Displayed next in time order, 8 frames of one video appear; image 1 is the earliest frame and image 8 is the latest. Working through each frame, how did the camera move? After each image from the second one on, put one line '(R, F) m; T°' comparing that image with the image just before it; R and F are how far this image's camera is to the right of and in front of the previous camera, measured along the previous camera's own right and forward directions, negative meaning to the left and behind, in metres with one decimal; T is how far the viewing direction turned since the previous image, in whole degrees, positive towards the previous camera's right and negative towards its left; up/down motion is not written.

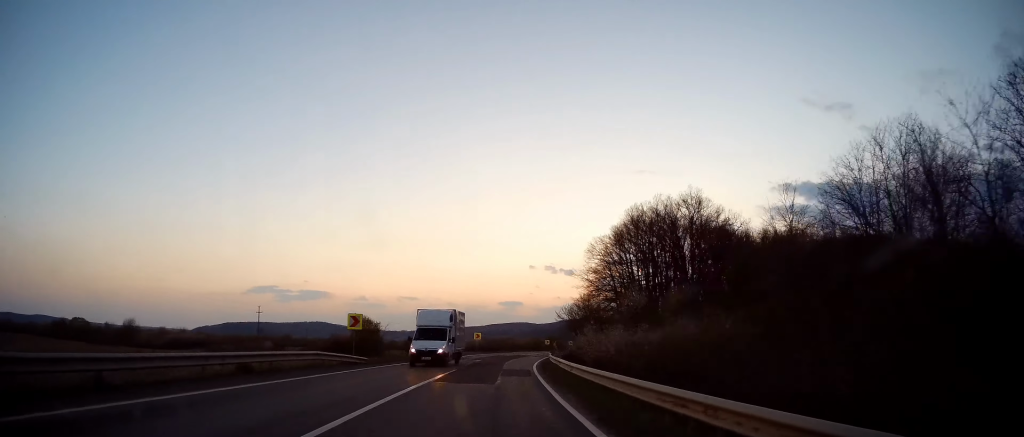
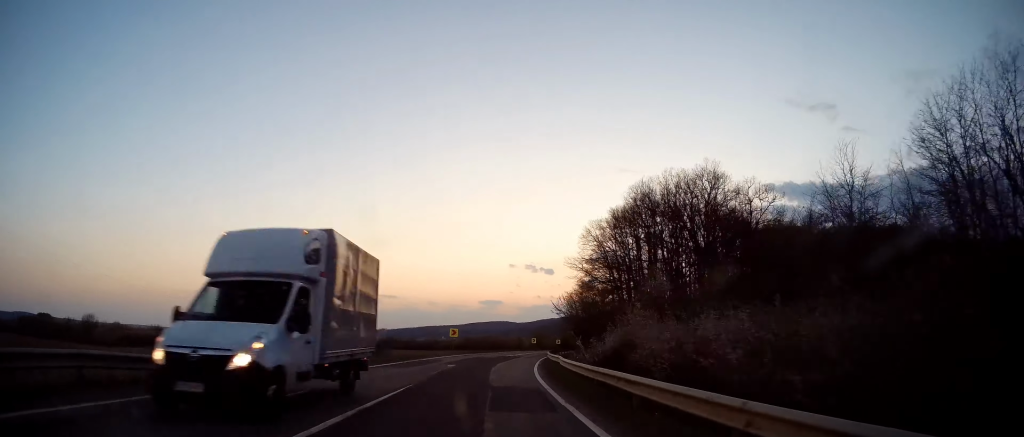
(+0.3, +12.1) m; +2°
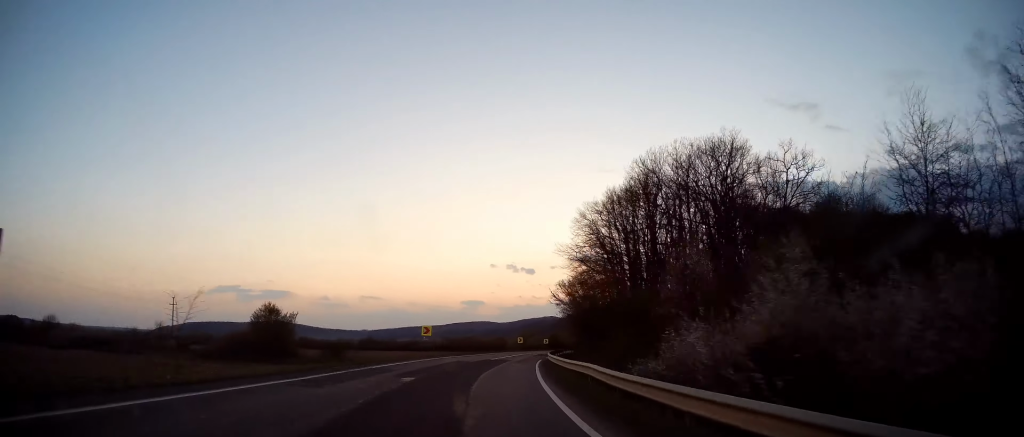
(+0.4, +10.4) m; +2°
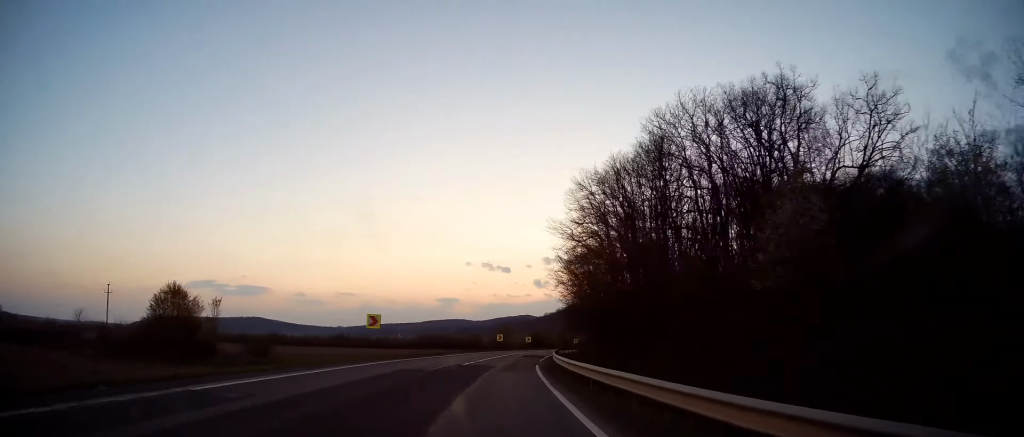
(+0.3, +13.9) m; +2°
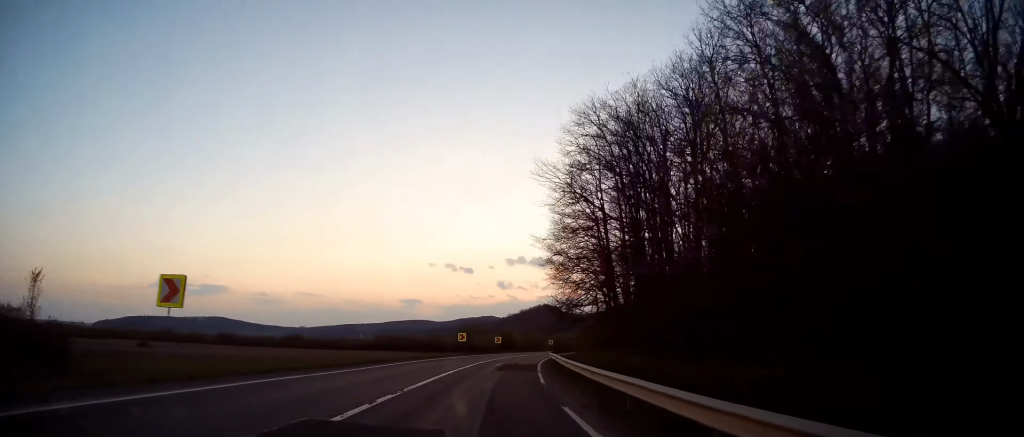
(+0.2, +19.9) m; +3°
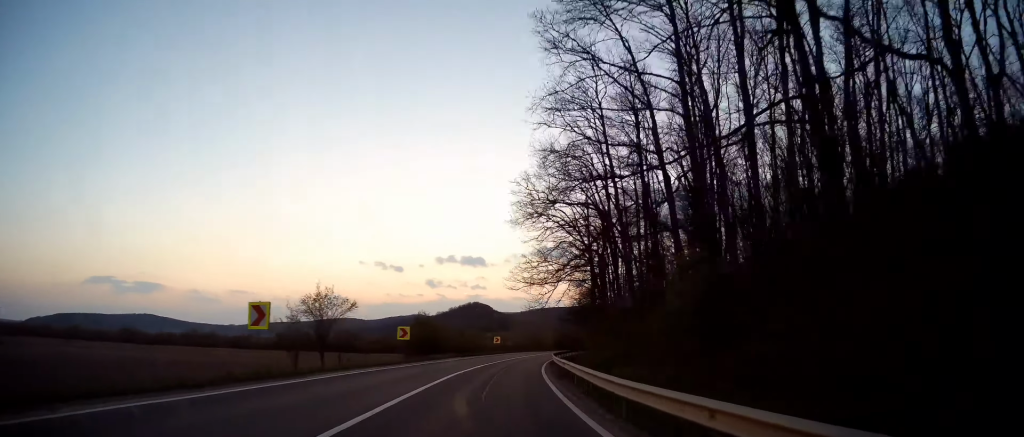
(+3.2, +41.2) m; +8°
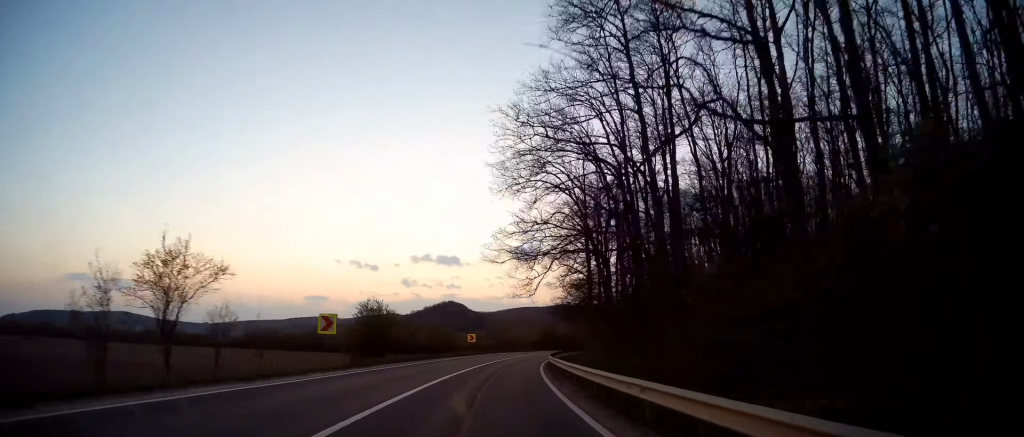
(+0.1, +12.9) m; +2°
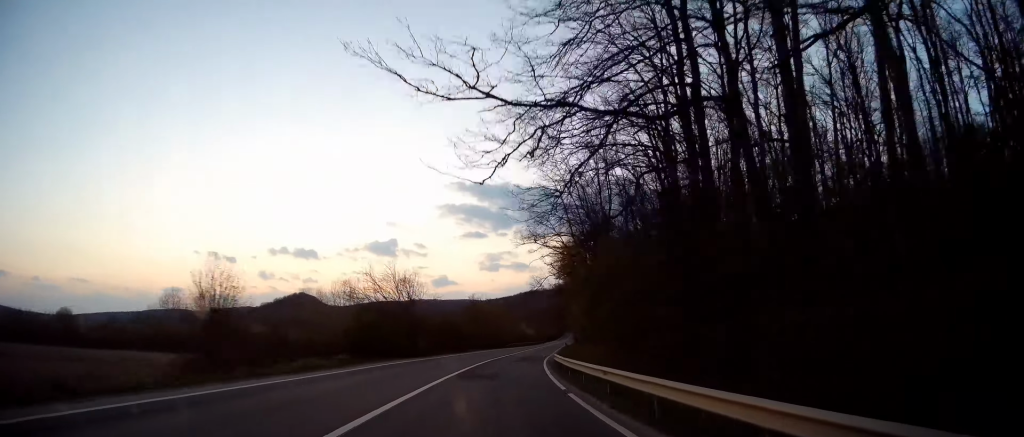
(+9.0, +73.4) m; +14°
